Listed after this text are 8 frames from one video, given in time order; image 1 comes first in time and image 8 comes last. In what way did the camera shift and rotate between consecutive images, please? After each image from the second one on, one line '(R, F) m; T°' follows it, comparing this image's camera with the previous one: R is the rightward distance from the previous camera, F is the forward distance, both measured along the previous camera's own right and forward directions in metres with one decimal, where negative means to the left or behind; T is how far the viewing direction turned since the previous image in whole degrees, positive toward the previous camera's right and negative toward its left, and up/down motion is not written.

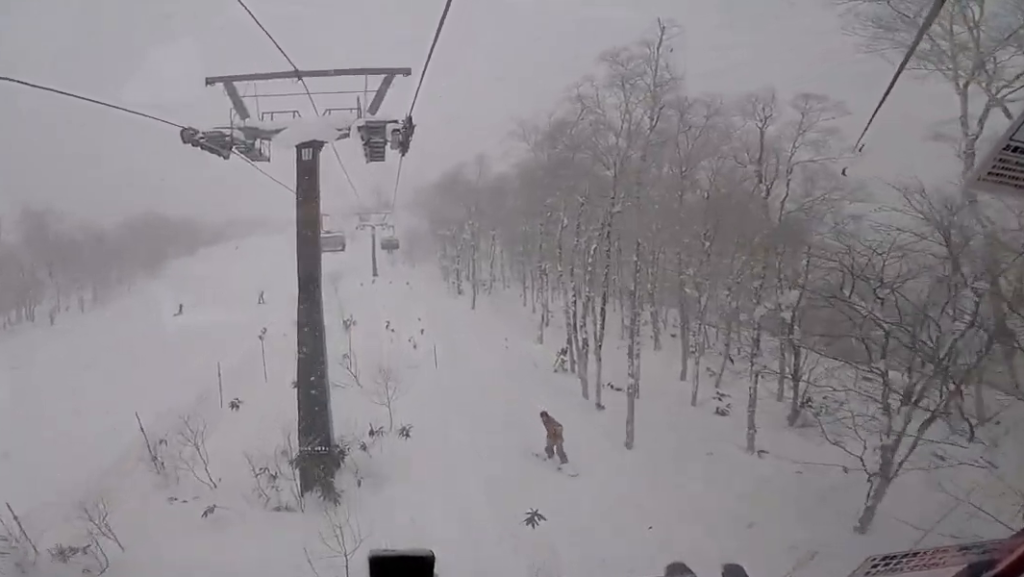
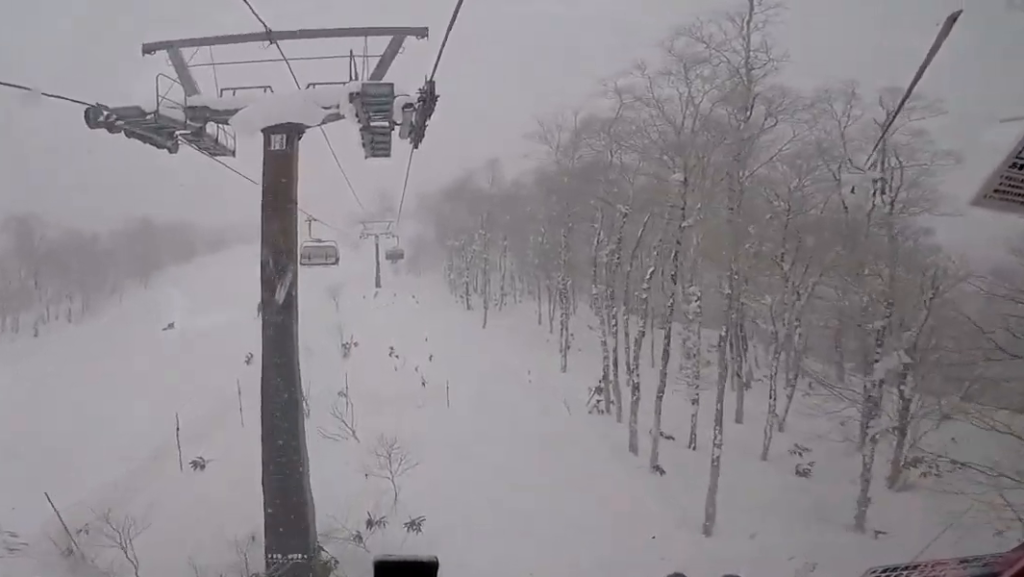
(-0.1, +3.7) m; +4°
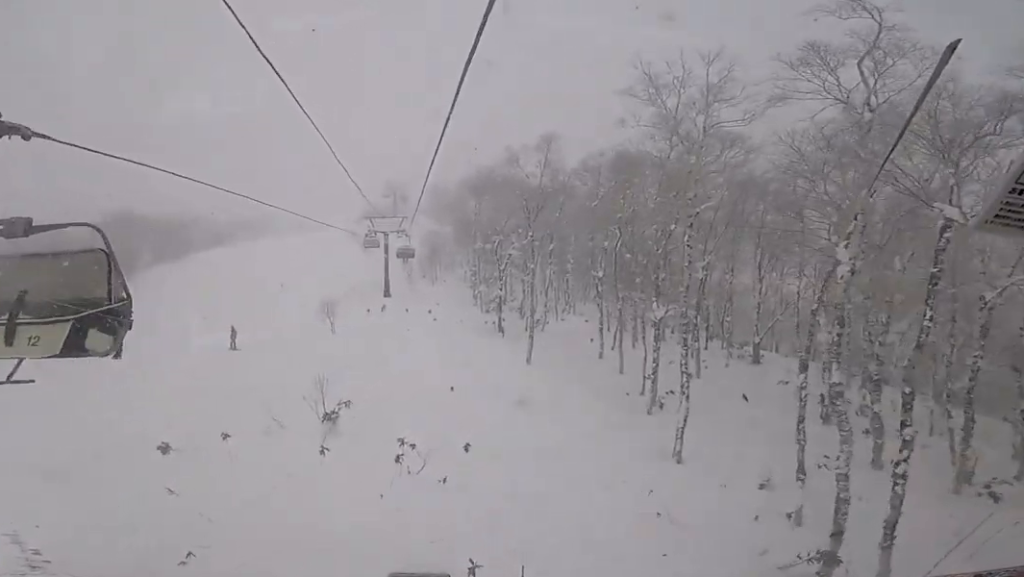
(+0.6, +11.8) m; +3°
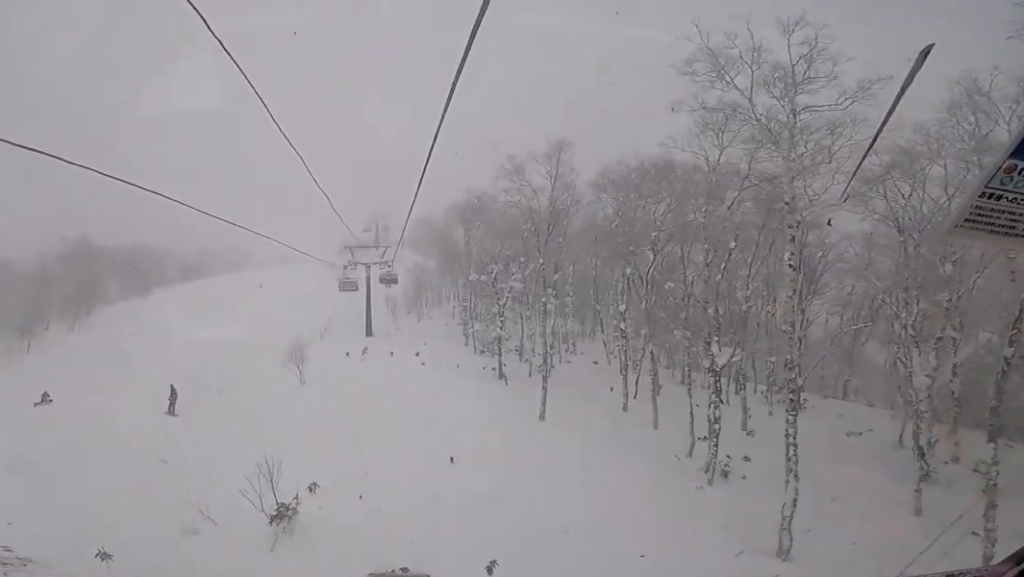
(0.0, +5.8) m; -6°
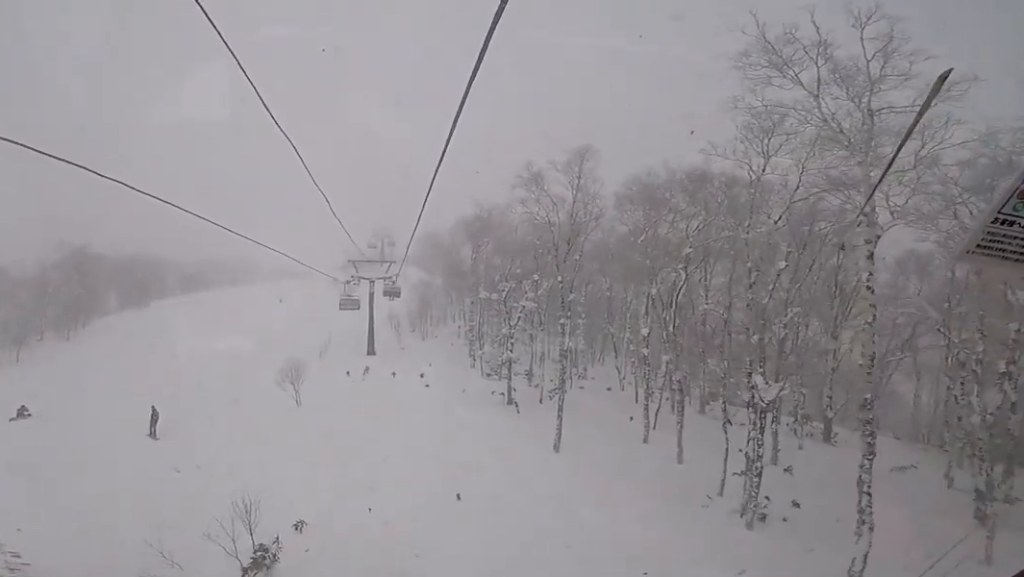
(-0.1, +2.1) m; -2°
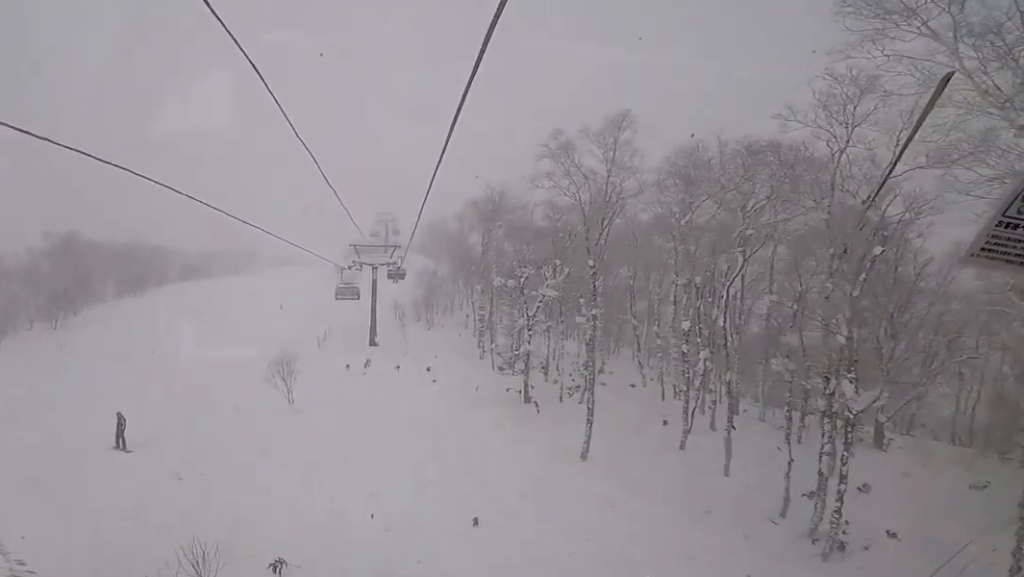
(-0.1, +3.3) m; +6°
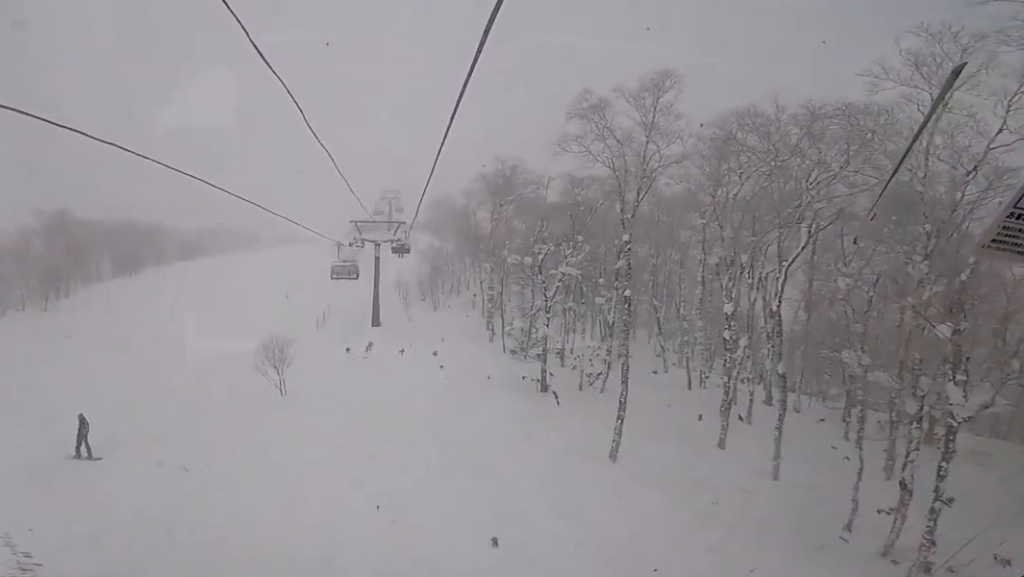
(+0.3, +2.8) m; +1°
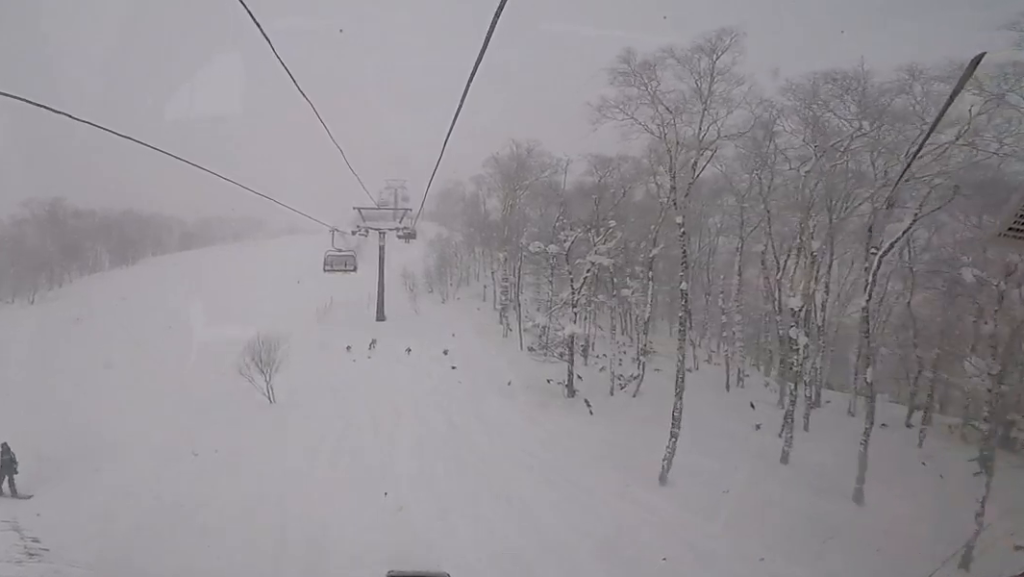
(+0.2, +3.2) m; 0°
